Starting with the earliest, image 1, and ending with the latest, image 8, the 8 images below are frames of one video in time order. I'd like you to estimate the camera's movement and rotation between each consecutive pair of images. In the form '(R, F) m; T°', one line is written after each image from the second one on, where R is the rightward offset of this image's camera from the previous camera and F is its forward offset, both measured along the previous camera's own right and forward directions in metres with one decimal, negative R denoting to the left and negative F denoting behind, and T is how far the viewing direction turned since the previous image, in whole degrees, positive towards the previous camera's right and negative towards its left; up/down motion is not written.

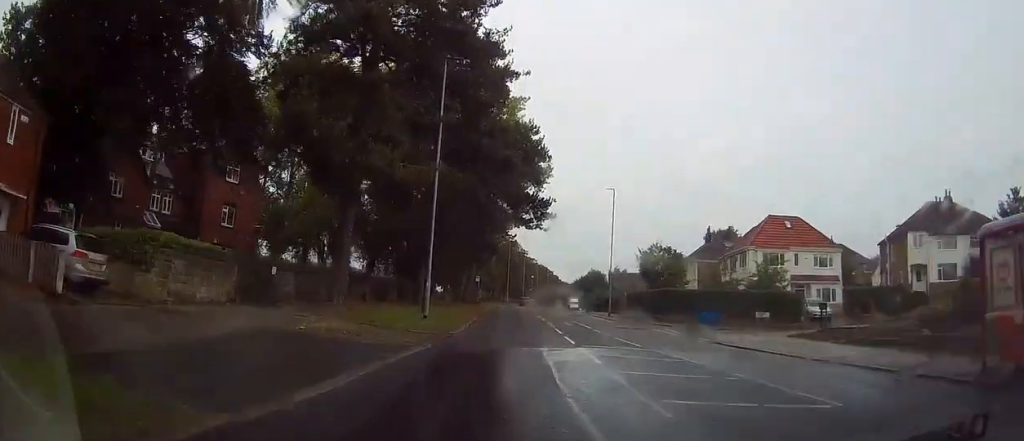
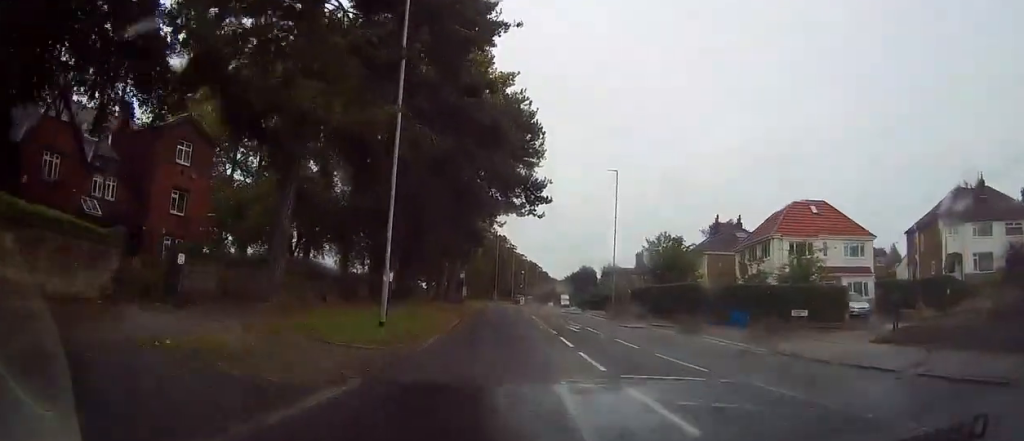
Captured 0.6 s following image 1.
(+0.1, +6.8) m; +1°
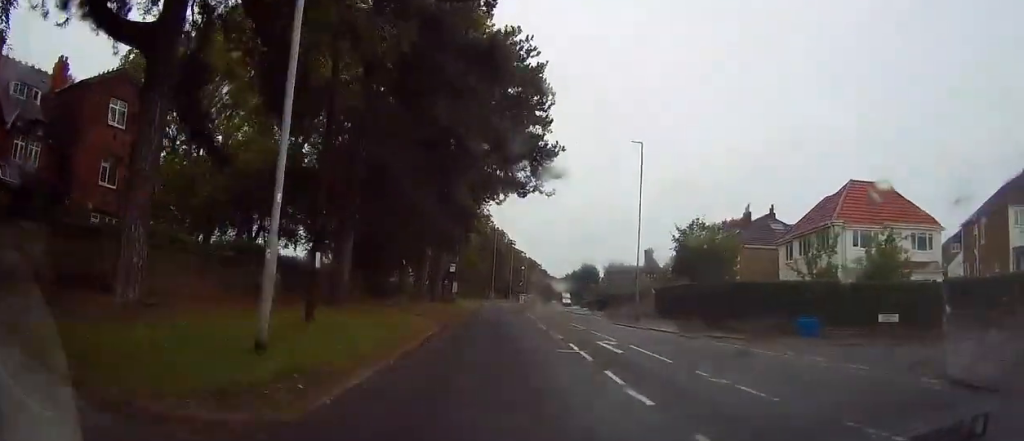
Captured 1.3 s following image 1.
(-0.1, +9.0) m; +2°
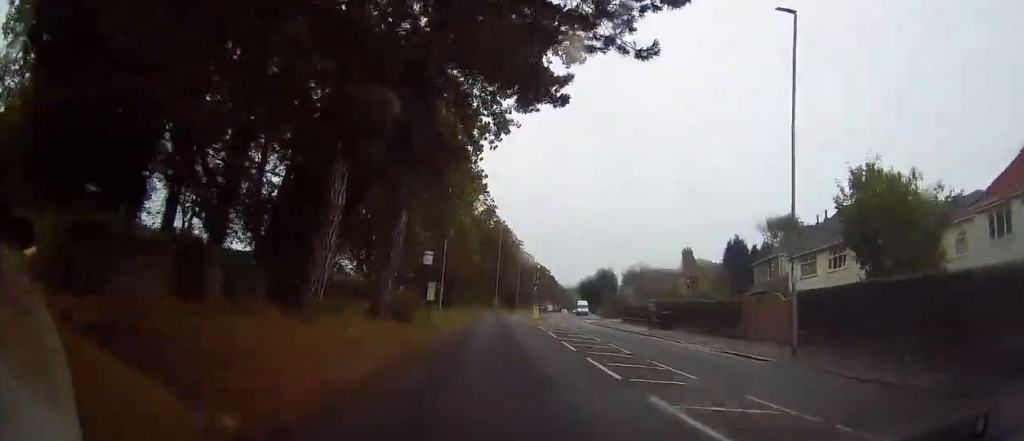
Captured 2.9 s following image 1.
(+0.4, +20.1) m; 0°
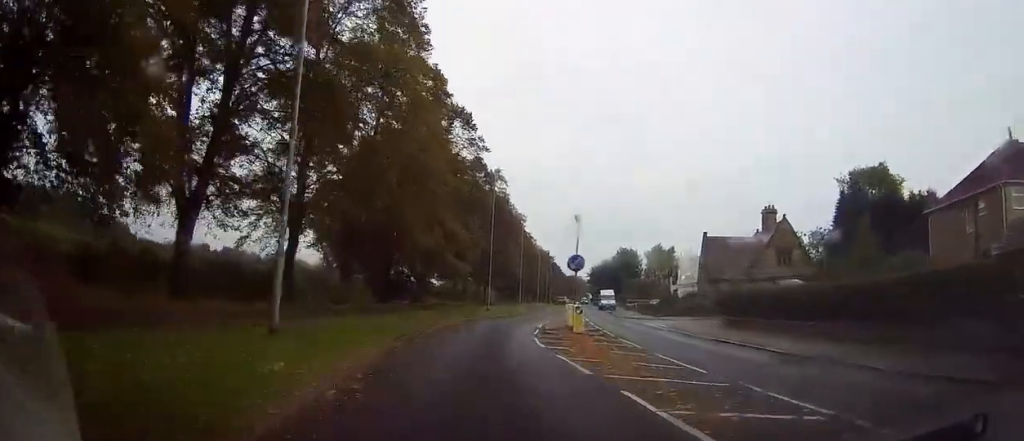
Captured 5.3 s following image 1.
(0.0, +30.3) m; +1°
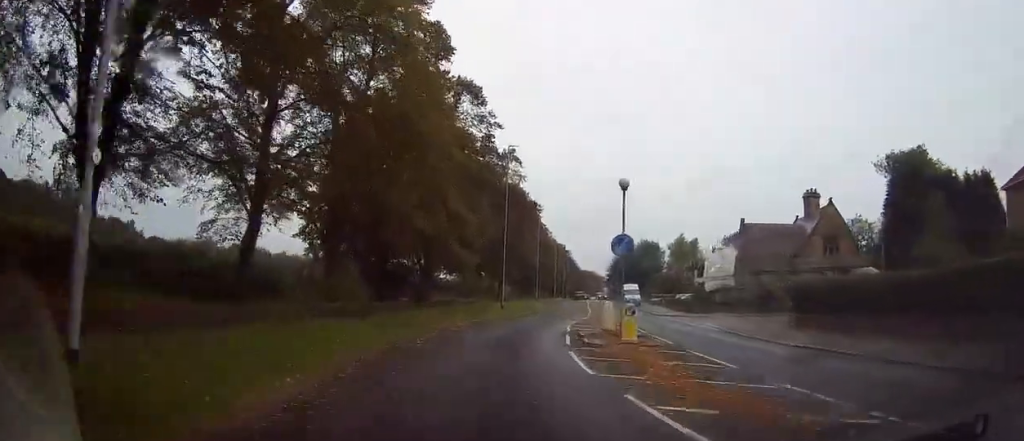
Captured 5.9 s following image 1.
(0.0, +6.5) m; 0°
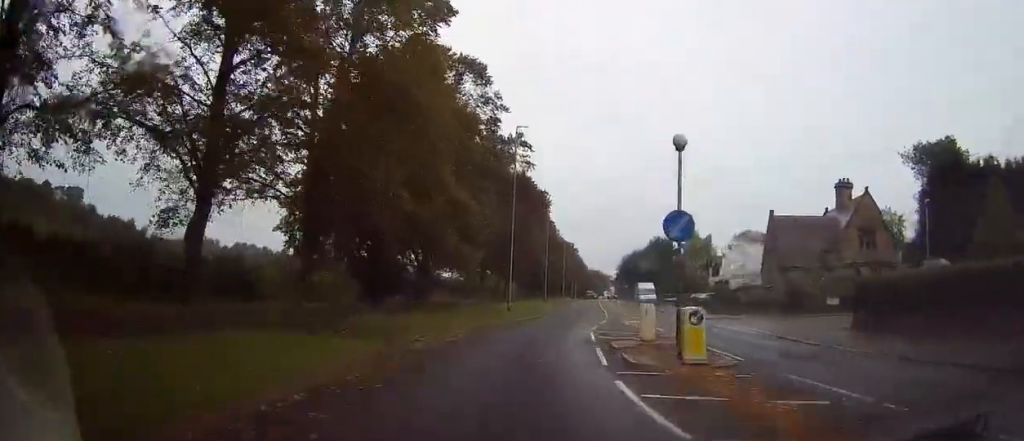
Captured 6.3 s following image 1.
(0.0, +4.9) m; 0°
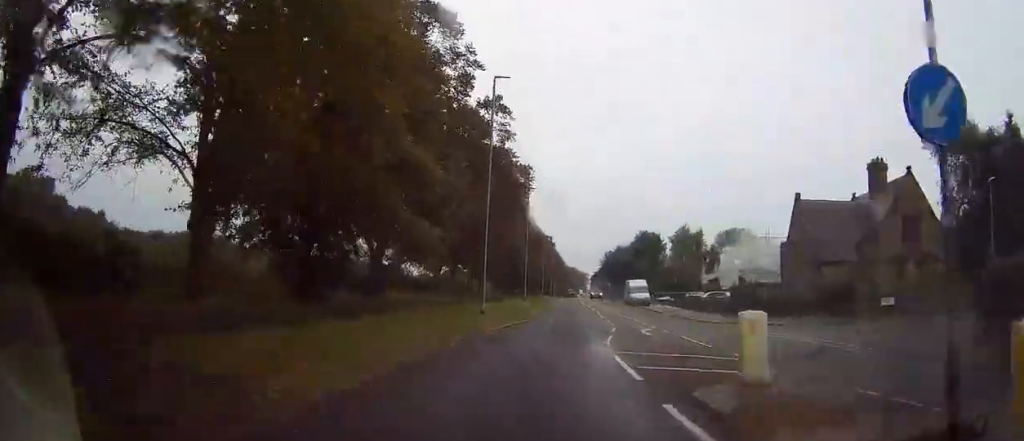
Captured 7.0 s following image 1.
(0.0, +8.5) m; +1°
